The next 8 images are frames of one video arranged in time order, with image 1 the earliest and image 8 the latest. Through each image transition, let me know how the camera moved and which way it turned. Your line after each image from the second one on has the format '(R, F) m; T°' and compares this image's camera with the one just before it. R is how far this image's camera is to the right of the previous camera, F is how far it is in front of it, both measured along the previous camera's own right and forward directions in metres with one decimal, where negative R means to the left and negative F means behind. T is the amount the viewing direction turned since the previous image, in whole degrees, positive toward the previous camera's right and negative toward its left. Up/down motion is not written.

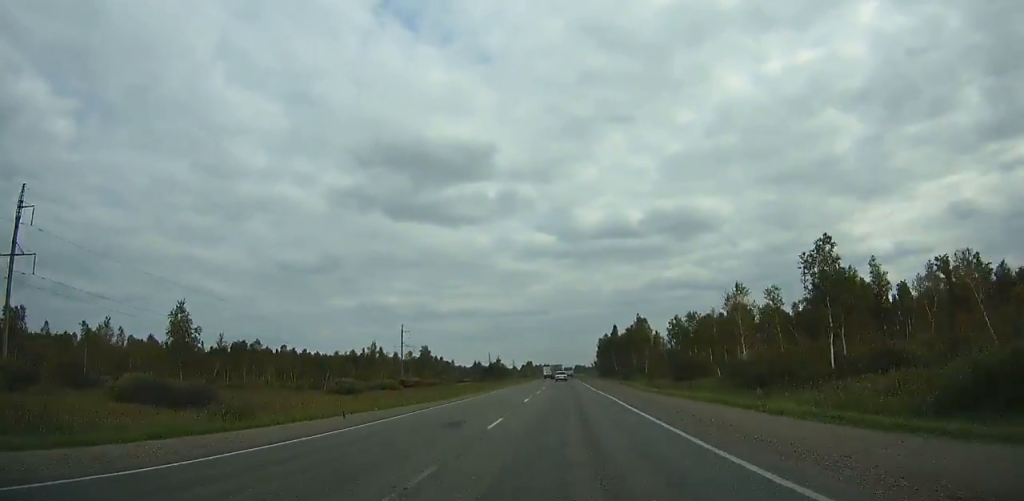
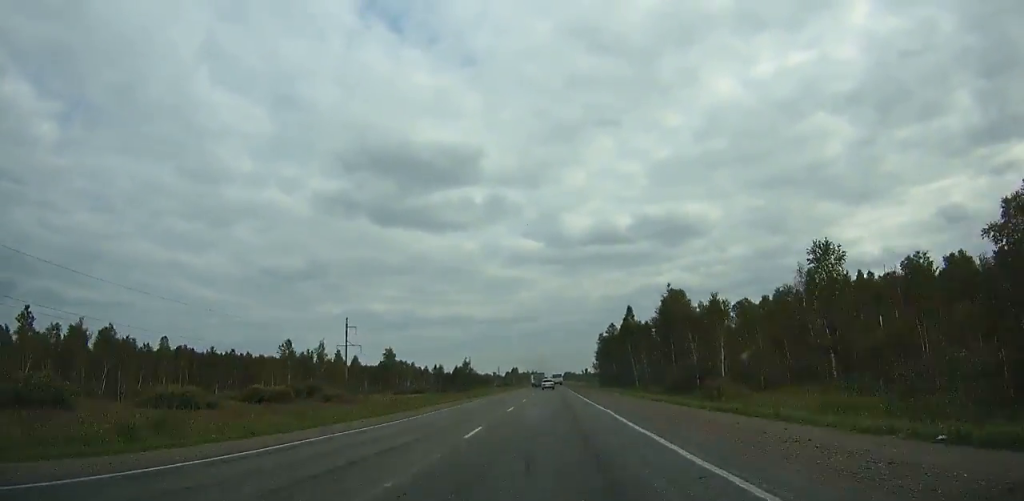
(0.0, +49.1) m; 0°
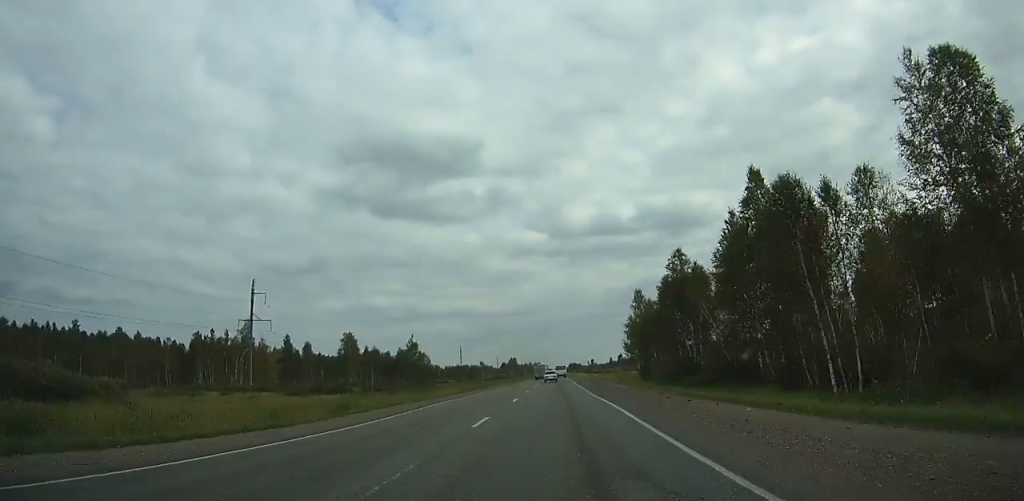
(0.0, +59.2) m; 0°
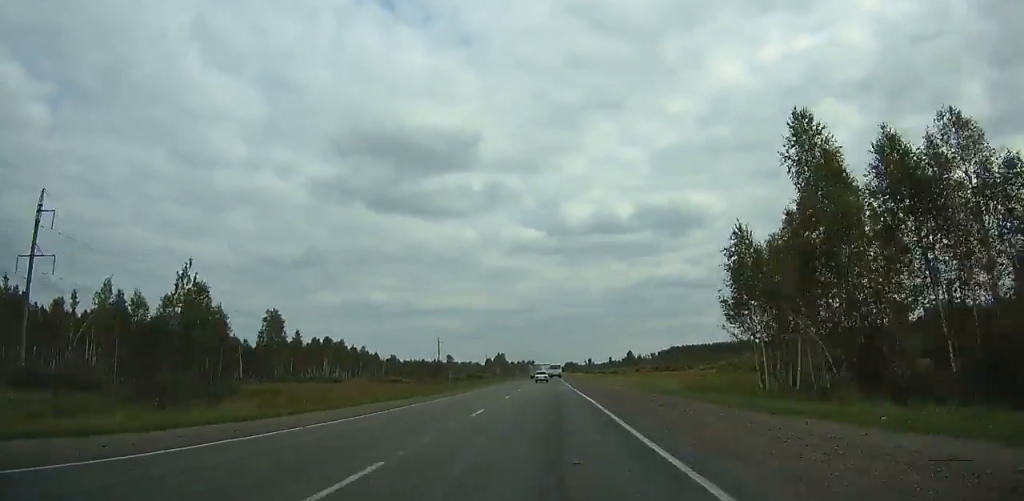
(0.0, +56.6) m; 0°
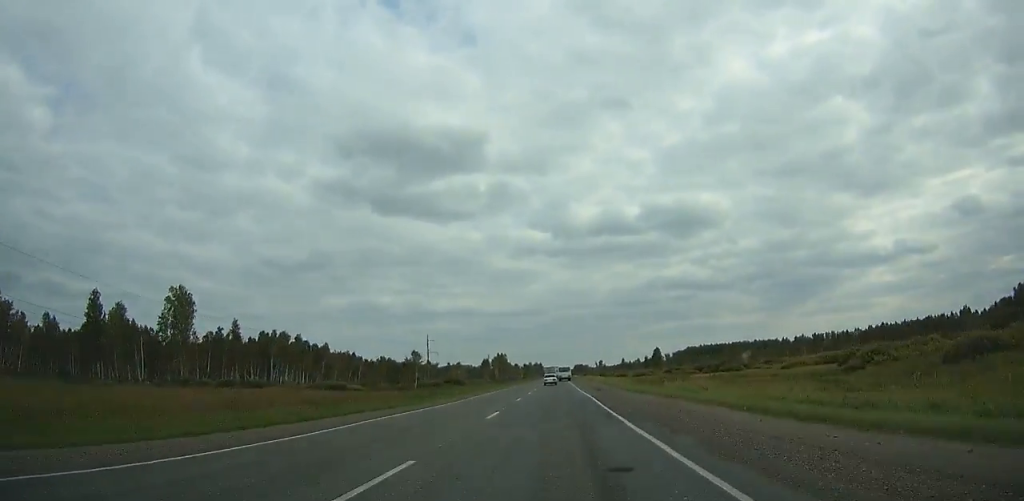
(0.0, +48.0) m; 0°
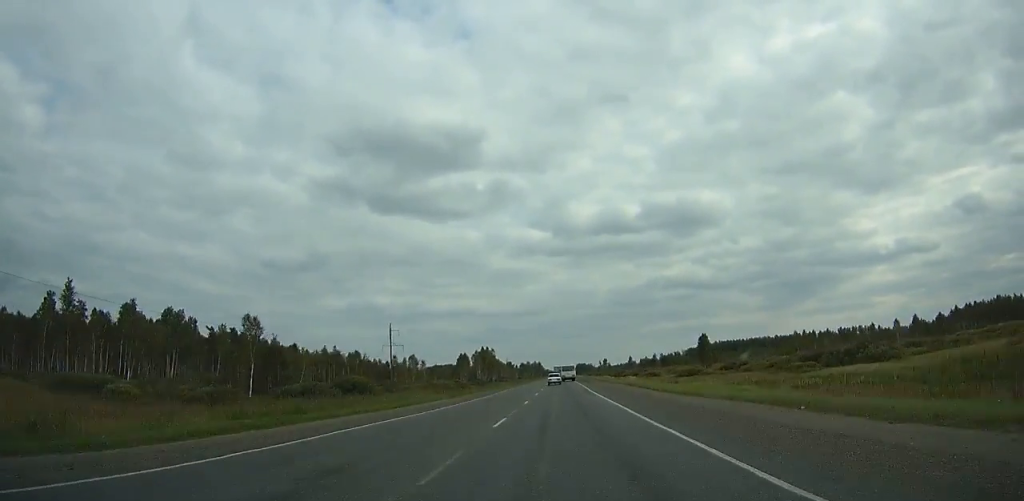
(-0.2, +62.6) m; 0°
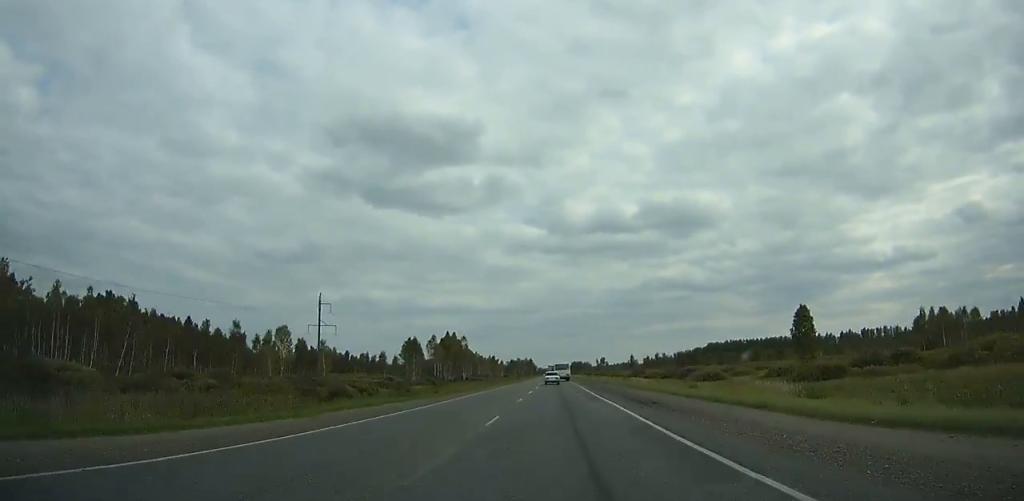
(+0.1, +58.5) m; 0°
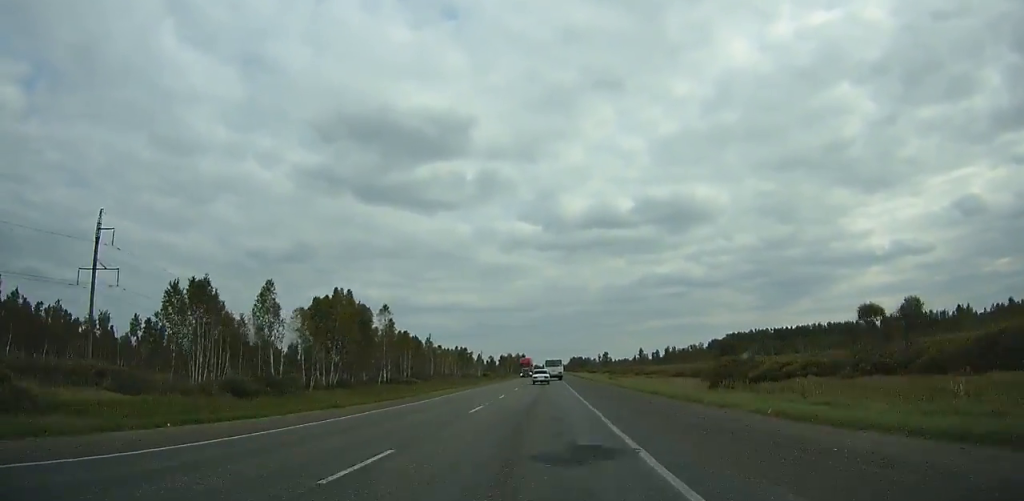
(+0.6, +78.7) m; 0°
